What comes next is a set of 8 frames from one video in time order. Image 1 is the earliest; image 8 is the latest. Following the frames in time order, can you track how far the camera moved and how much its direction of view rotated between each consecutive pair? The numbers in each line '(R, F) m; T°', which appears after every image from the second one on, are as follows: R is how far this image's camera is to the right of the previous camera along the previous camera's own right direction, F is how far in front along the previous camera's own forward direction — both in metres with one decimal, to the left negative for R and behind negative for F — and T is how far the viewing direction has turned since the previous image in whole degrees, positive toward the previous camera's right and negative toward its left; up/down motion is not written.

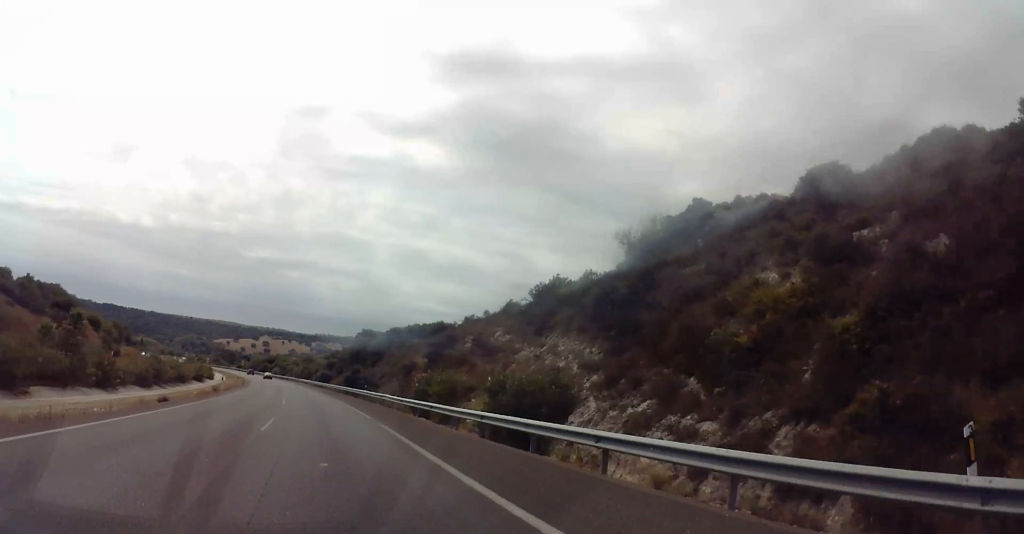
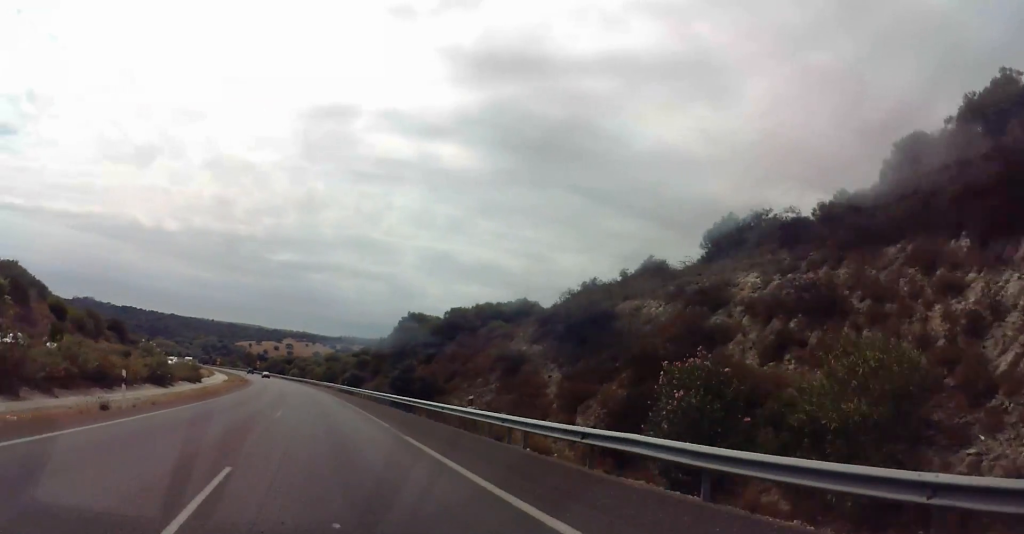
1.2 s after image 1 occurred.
(-1.5, +30.4) m; -4°
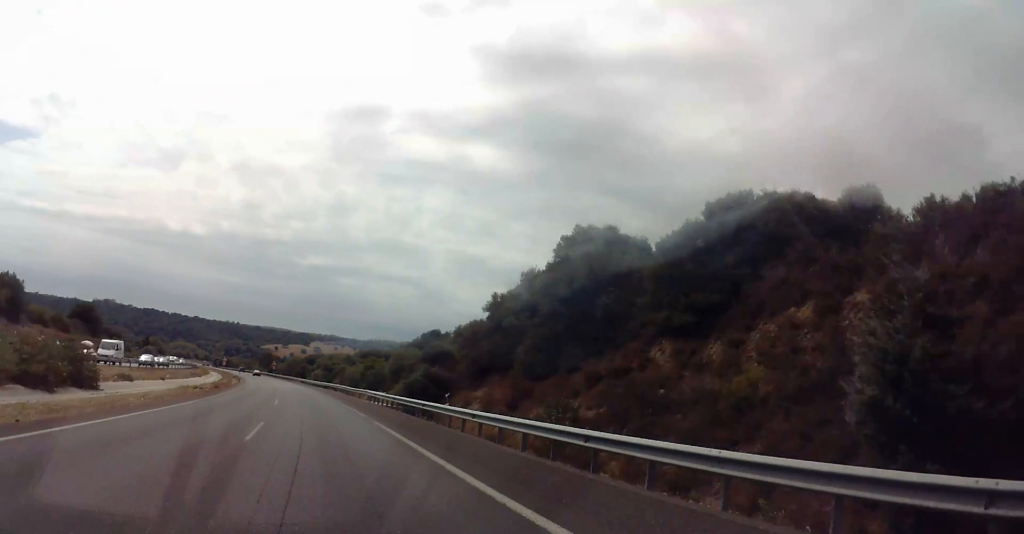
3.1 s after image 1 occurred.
(0.0, +45.2) m; 0°
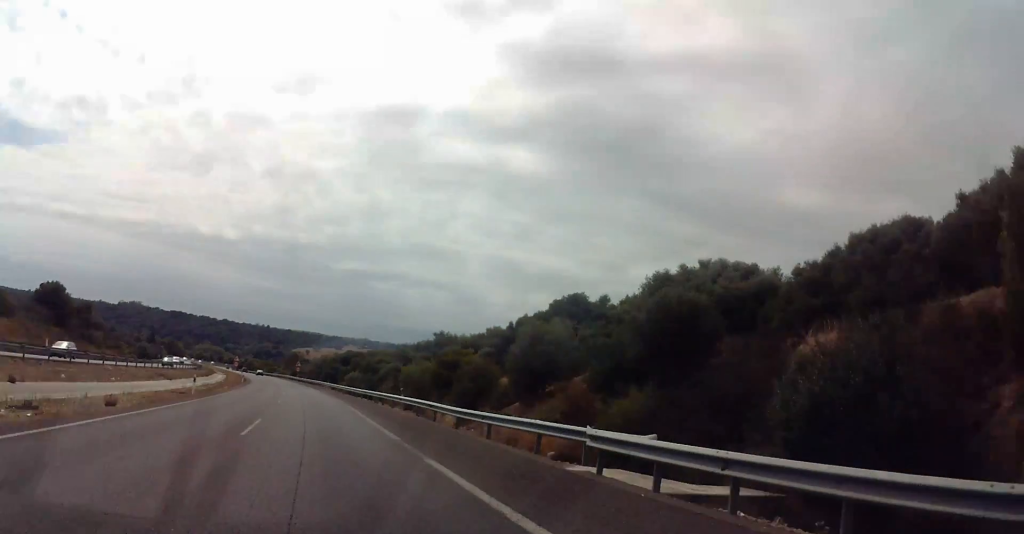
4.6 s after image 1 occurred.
(-0.4, +36.4) m; -3°
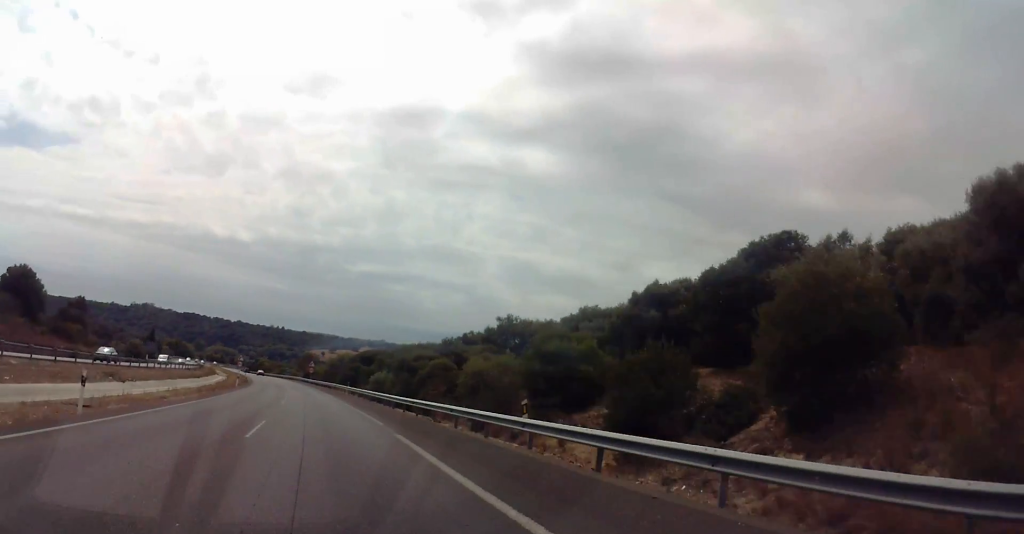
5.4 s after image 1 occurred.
(-0.3, +20.6) m; -4°
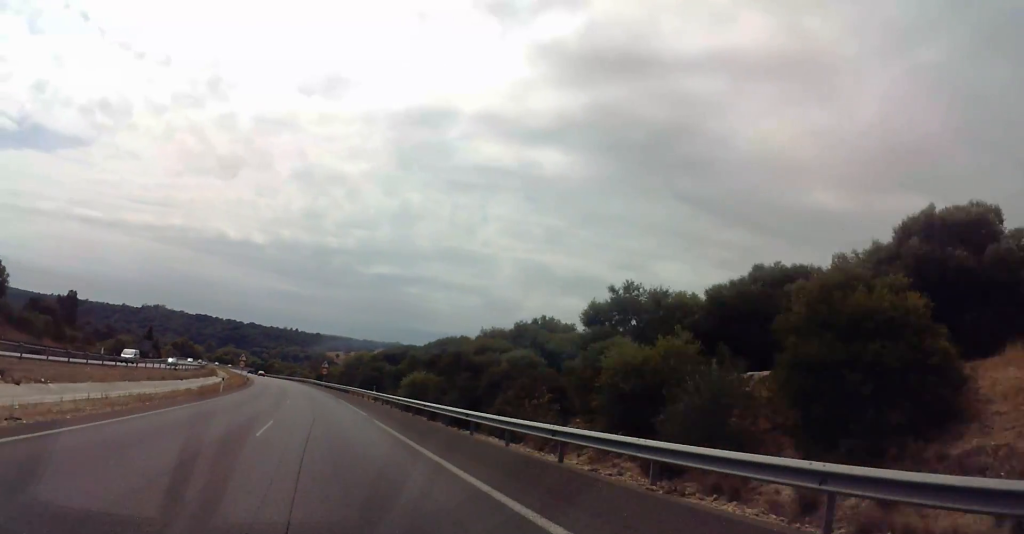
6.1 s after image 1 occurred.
(-1.0, +16.7) m; -3°
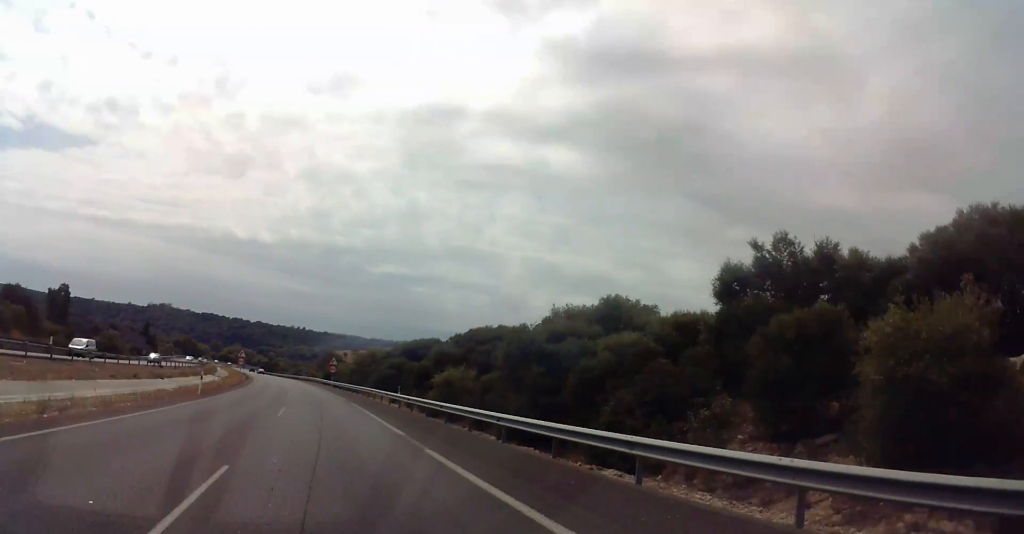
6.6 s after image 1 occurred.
(-0.1, +12.8) m; 0°
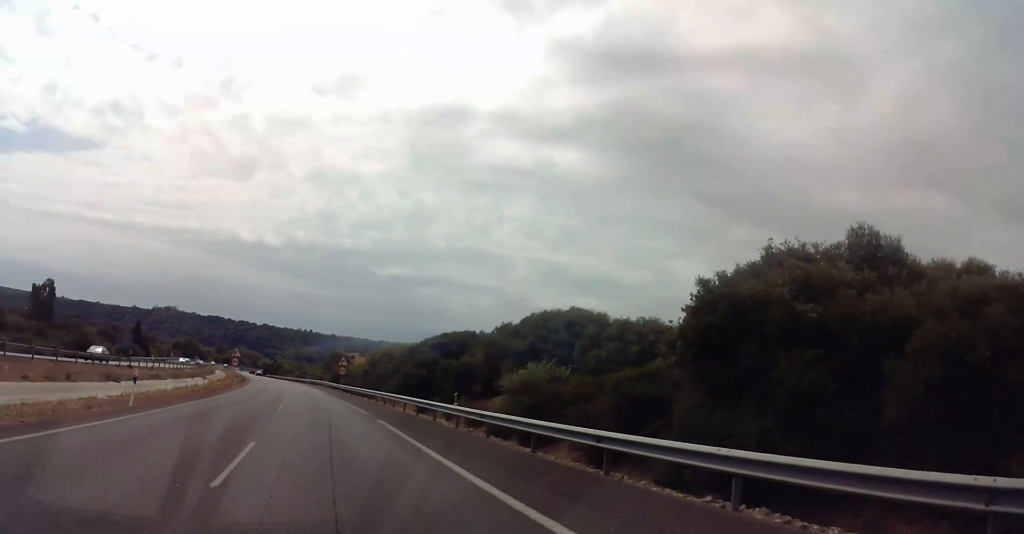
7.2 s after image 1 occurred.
(0.0, +13.8) m; 0°
